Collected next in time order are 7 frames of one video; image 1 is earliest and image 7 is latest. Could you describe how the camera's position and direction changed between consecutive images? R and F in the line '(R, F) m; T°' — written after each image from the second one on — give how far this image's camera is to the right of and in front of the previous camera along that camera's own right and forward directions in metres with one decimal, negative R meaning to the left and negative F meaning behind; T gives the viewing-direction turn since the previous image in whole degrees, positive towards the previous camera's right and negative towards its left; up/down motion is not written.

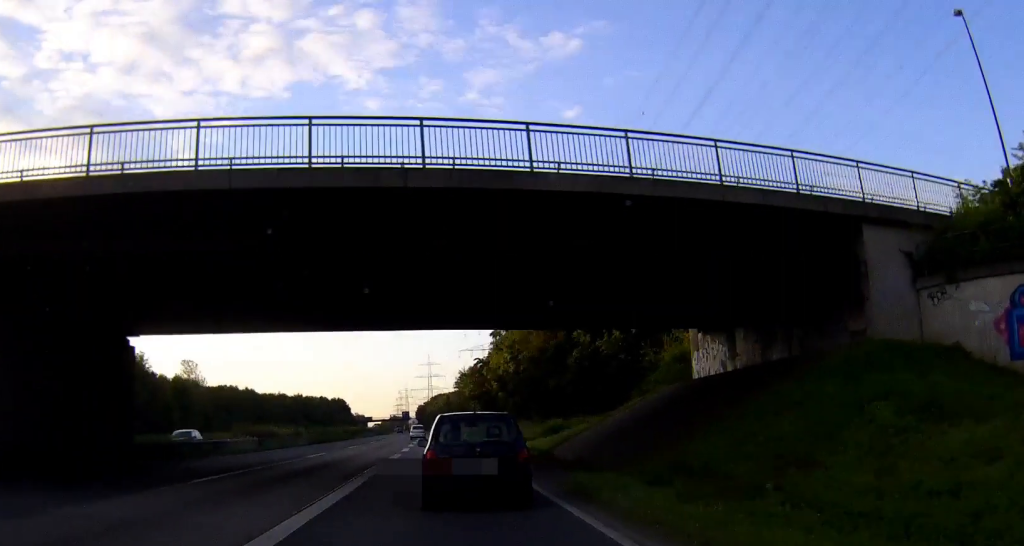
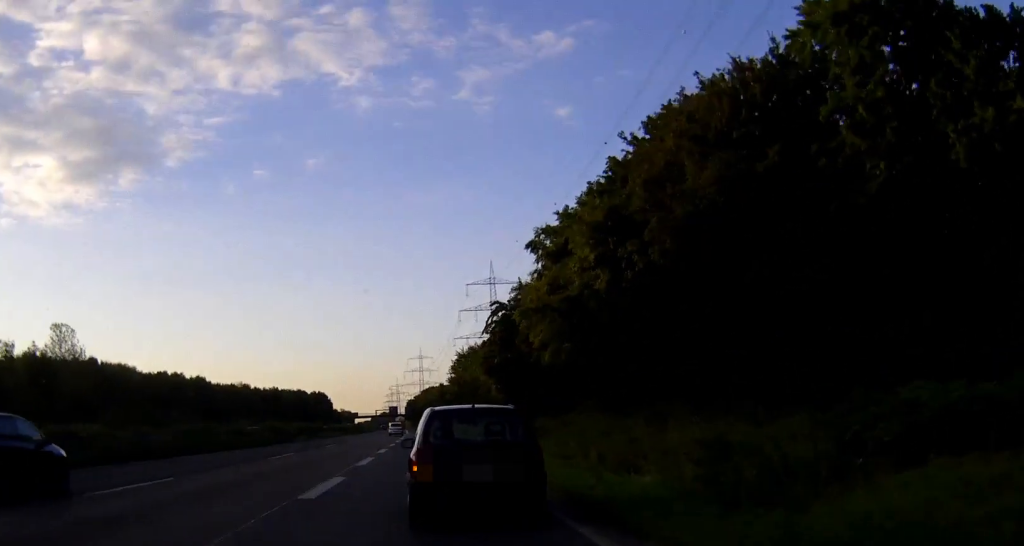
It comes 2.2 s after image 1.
(-0.8, +43.8) m; -2°
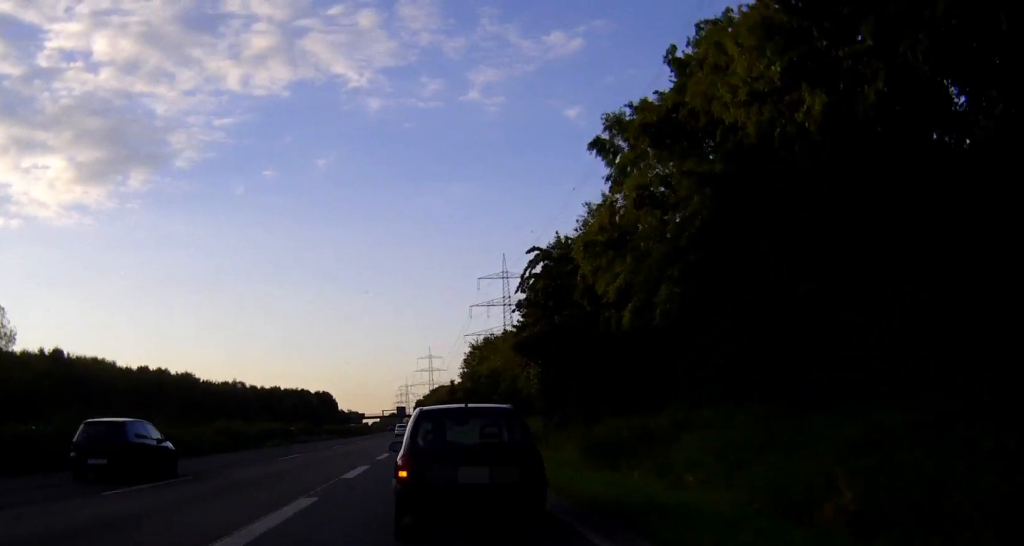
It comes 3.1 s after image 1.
(0.0, +17.3) m; 0°
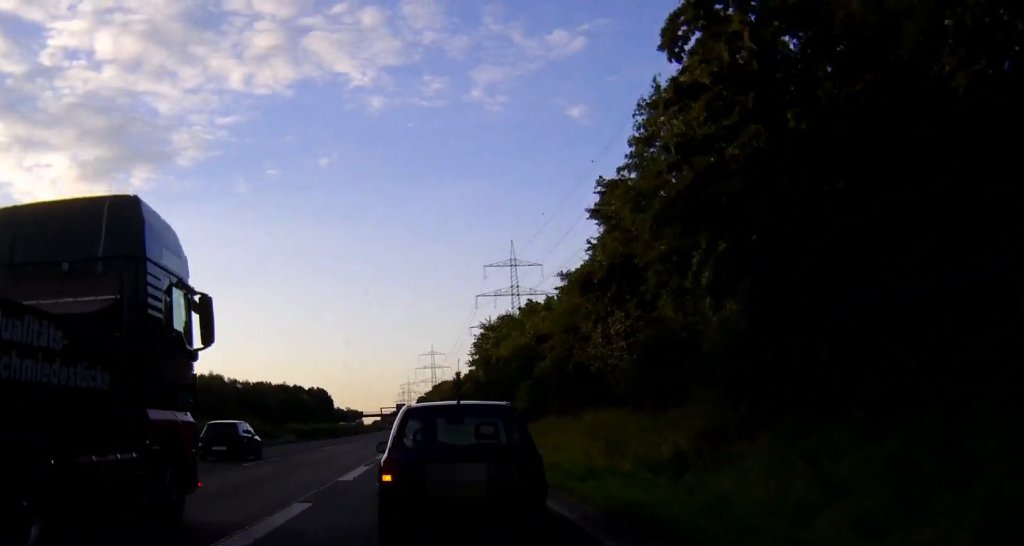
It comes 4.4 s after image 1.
(+0.1, +23.8) m; -2°
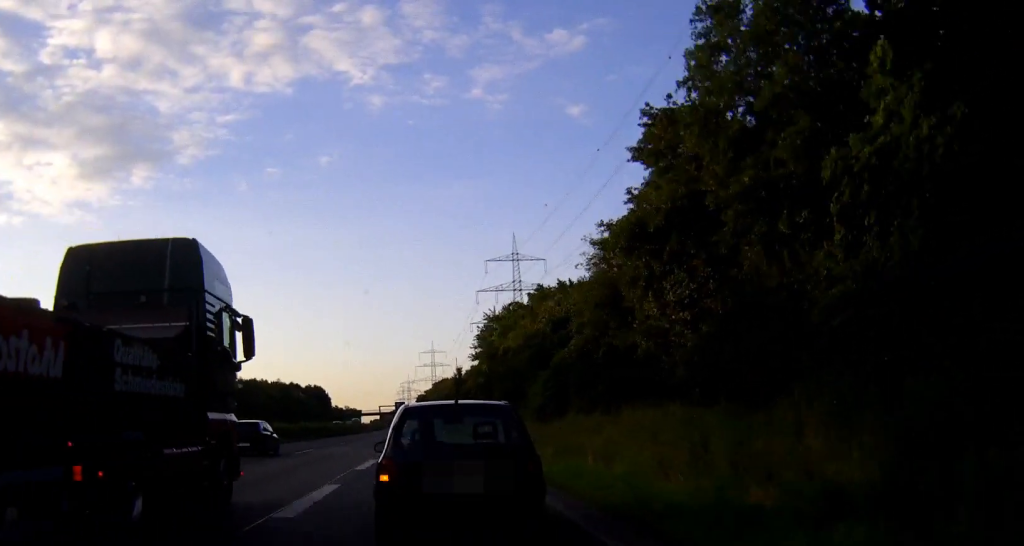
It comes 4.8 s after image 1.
(-0.1, +8.1) m; -1°
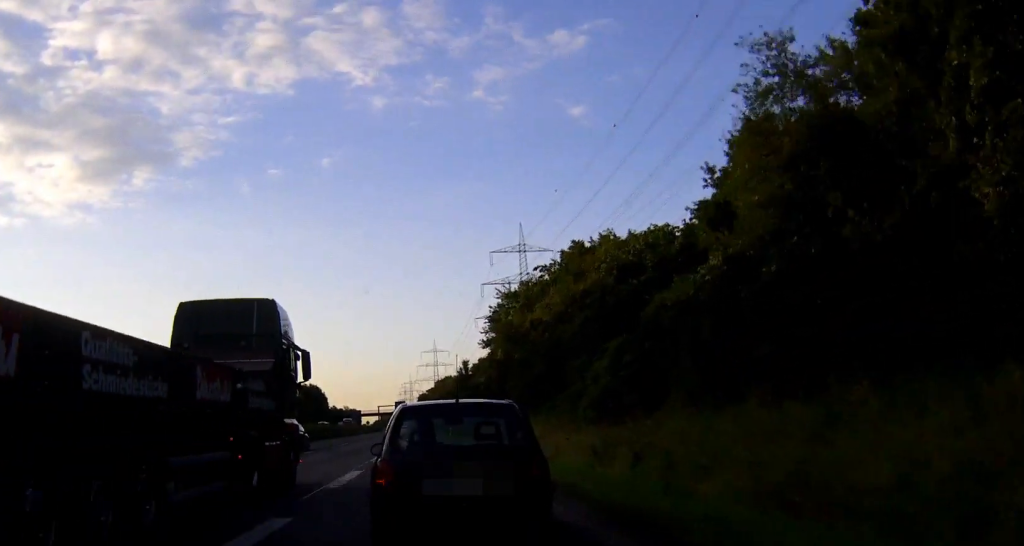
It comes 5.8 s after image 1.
(-0.6, +18.9) m; -2°
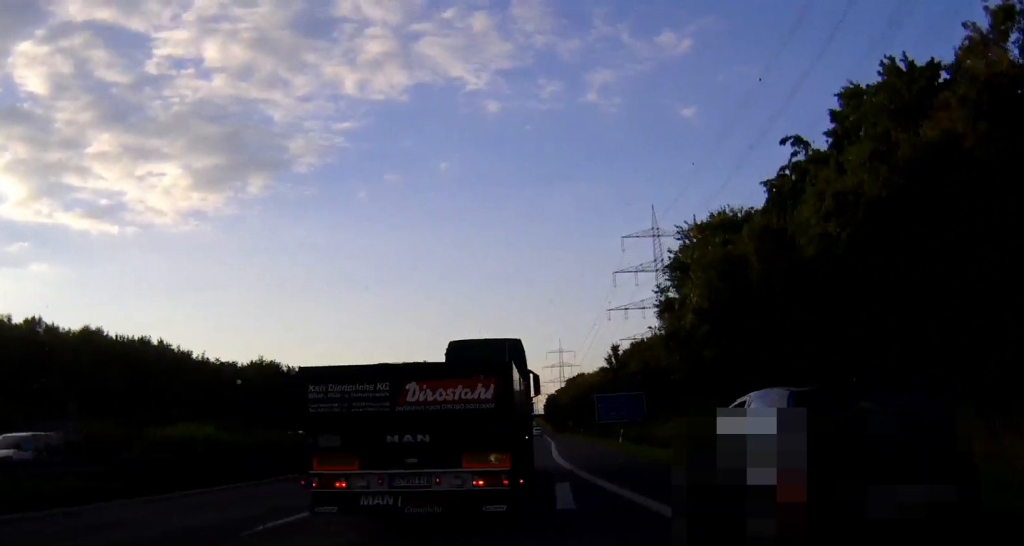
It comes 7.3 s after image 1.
(0.0, +31.1) m; 0°
